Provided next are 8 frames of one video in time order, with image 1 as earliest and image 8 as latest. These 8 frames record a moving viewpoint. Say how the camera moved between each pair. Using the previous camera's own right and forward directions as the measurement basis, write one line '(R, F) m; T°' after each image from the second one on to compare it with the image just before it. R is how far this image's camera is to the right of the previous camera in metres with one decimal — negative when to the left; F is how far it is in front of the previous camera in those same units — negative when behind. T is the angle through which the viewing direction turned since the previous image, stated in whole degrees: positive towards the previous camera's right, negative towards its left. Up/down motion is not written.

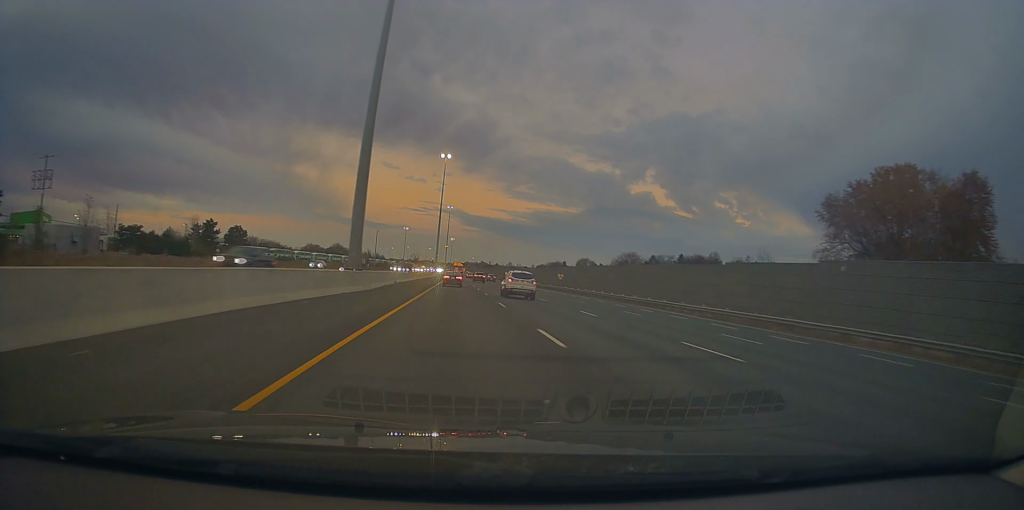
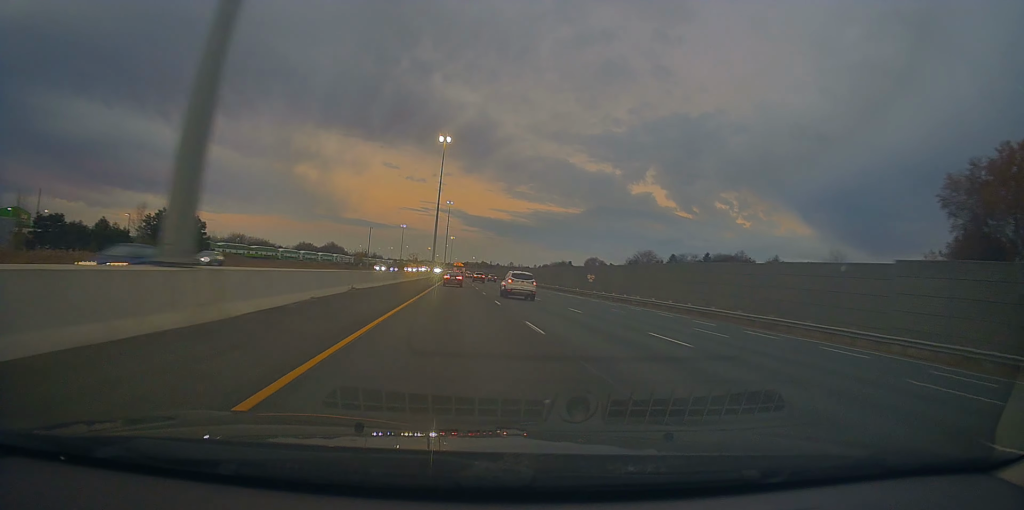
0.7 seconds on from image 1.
(+0.4, +22.0) m; -1°
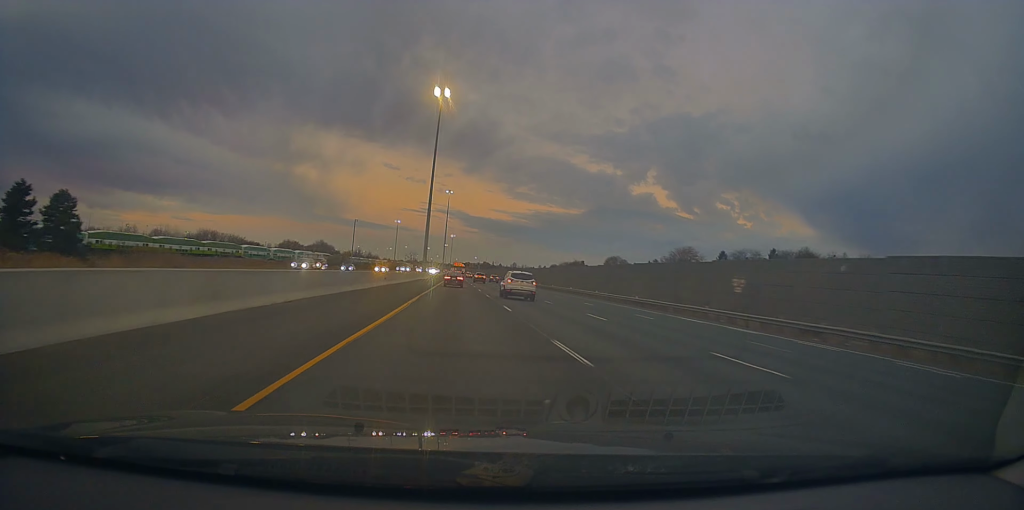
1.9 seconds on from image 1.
(-1.0, +41.0) m; -1°
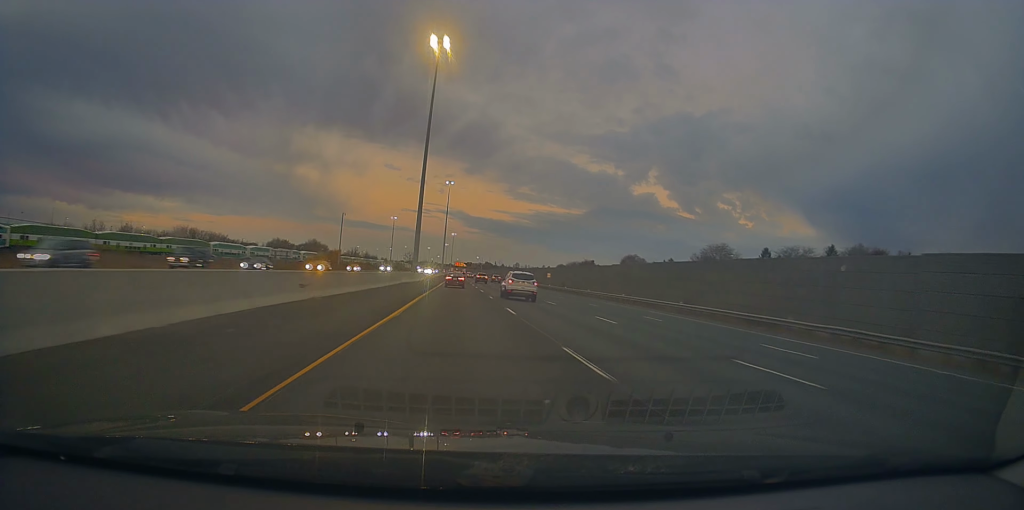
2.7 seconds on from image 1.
(+0.4, +25.7) m; +1°
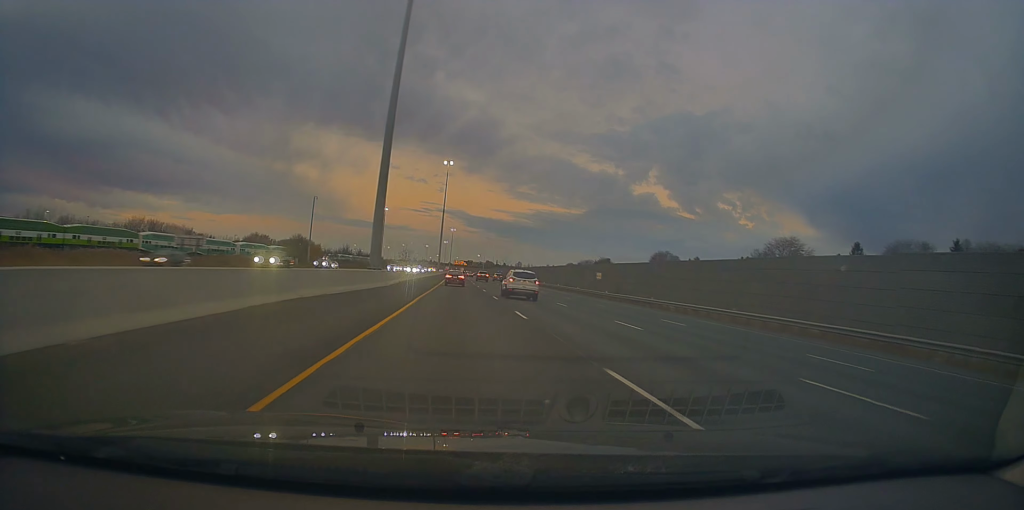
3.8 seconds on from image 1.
(+0.7, +39.2) m; +1°
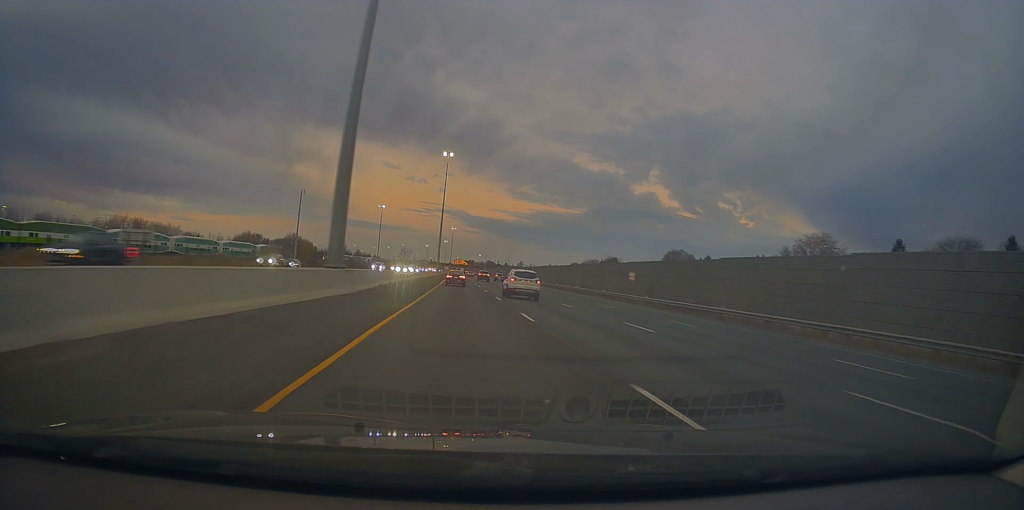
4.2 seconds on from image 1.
(-0.1, +13.5) m; 0°
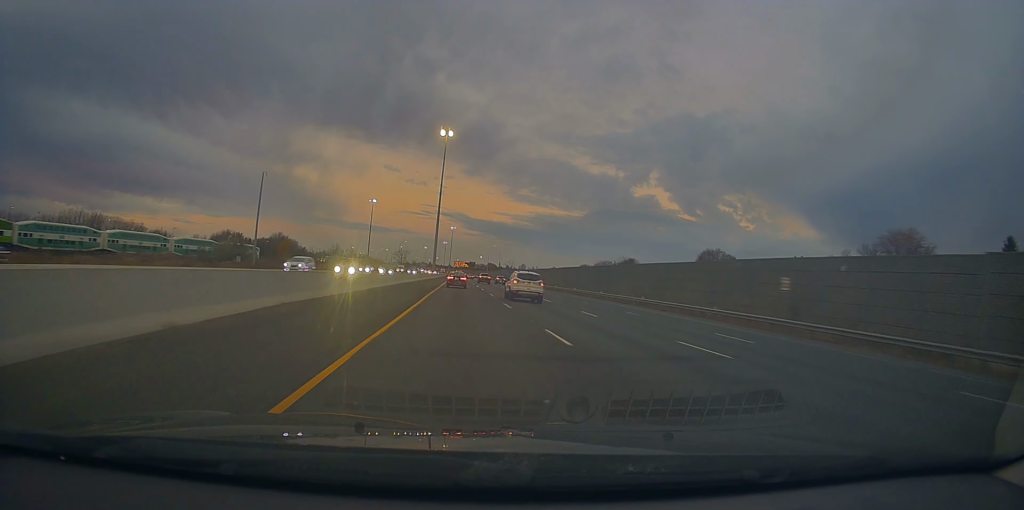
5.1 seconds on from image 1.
(-0.4, +29.4) m; -1°
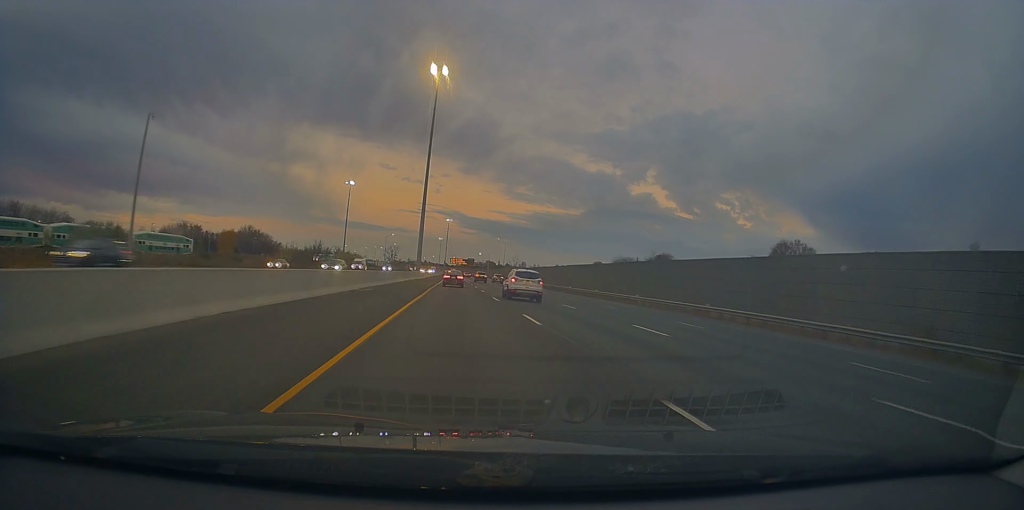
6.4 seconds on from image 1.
(+0.5, +45.7) m; +1°
